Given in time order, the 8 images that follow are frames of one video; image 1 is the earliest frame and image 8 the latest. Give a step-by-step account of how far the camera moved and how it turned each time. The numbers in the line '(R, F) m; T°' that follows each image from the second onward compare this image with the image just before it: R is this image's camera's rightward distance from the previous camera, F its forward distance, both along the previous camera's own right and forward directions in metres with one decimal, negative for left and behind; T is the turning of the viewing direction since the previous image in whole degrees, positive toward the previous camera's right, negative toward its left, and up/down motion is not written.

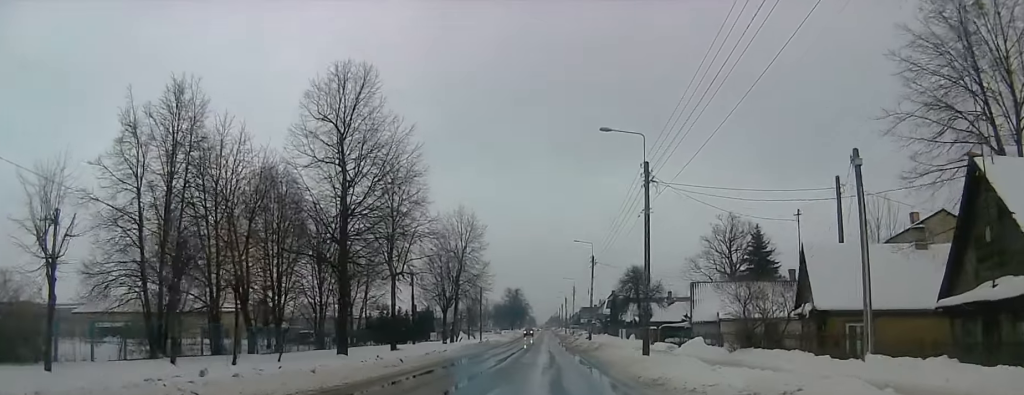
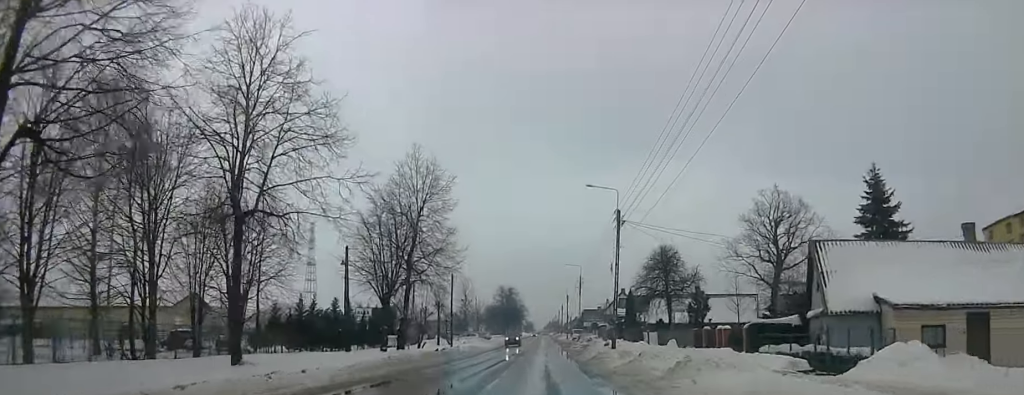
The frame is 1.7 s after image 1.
(+0.9, +23.6) m; 0°
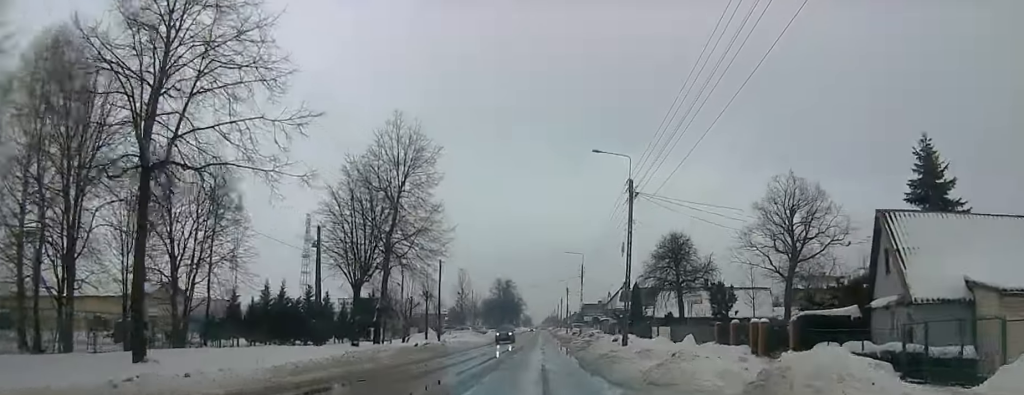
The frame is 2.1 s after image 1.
(-0.2, +6.2) m; -1°
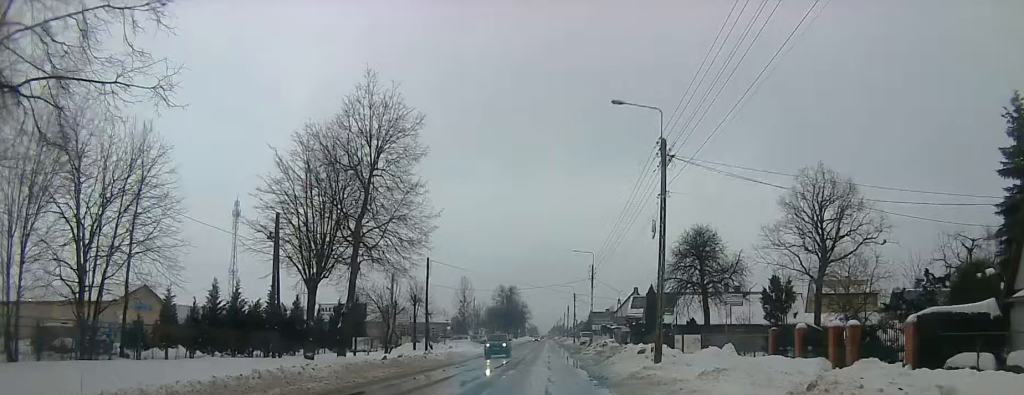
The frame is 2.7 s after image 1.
(-0.1, +8.2) m; -1°
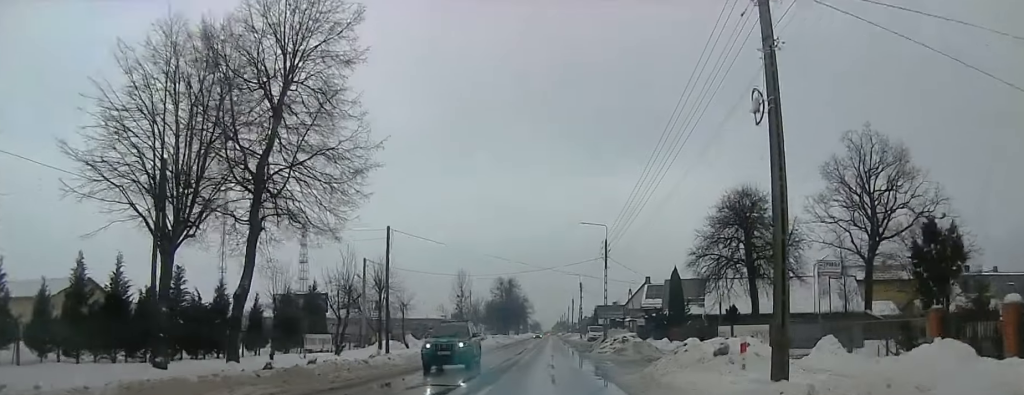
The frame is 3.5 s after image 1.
(0.0, +12.6) m; 0°
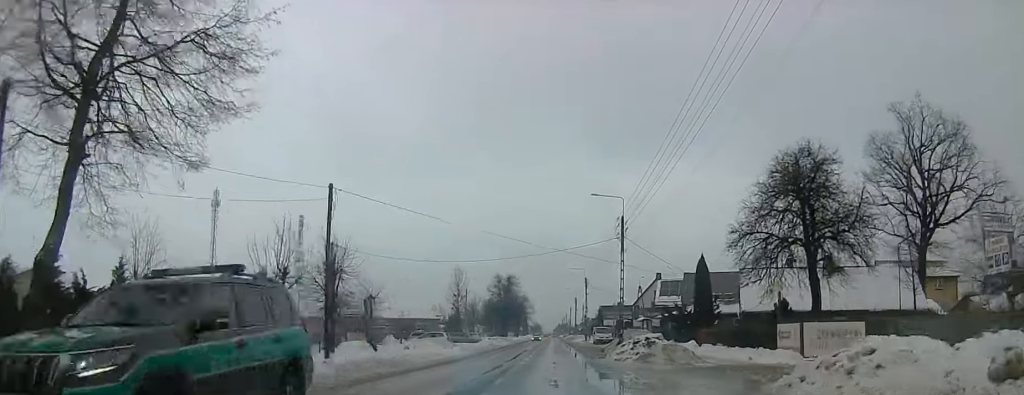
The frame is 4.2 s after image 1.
(0.0, +10.2) m; 0°
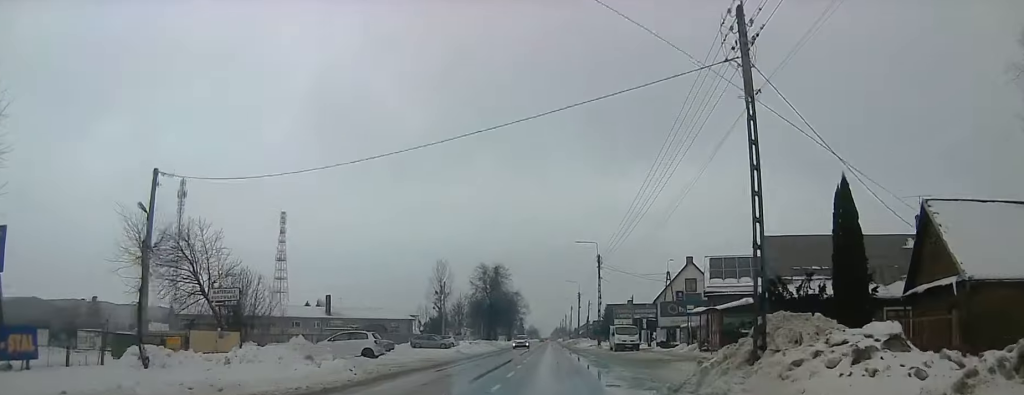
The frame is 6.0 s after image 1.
(0.0, +25.4) m; 0°
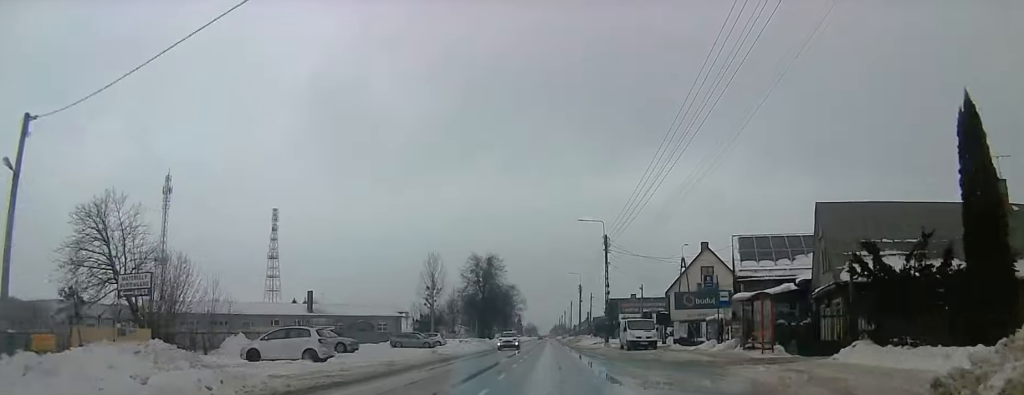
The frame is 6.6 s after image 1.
(0.0, +8.8) m; 0°
